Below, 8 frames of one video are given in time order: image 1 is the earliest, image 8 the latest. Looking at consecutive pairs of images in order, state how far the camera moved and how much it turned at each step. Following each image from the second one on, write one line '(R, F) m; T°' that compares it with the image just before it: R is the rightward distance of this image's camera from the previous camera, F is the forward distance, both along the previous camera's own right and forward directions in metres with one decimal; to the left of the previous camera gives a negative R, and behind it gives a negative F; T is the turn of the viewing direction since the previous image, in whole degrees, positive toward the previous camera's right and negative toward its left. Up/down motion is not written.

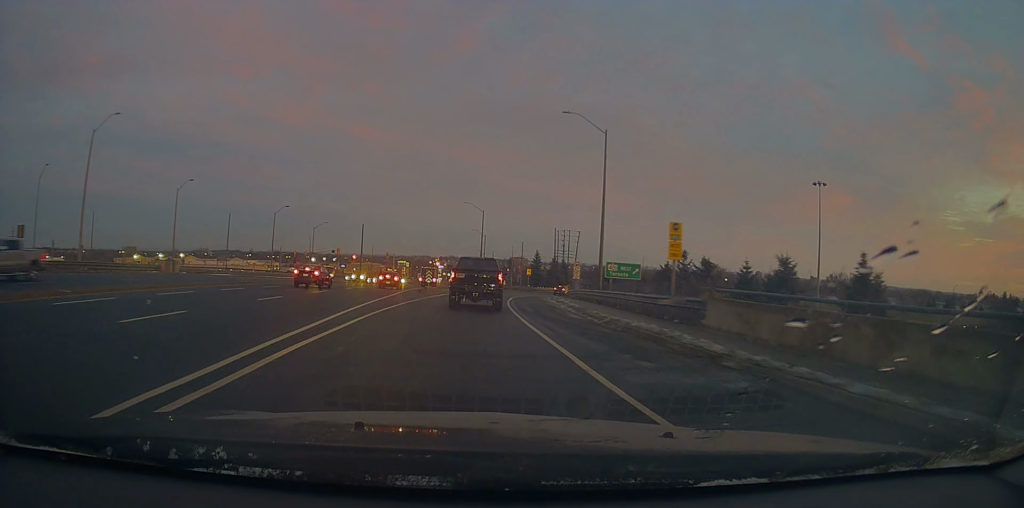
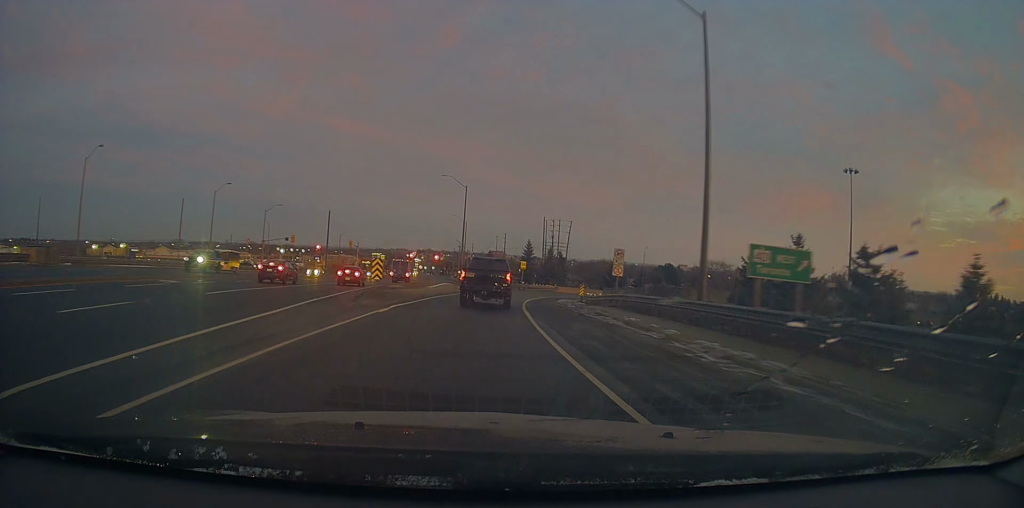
(+0.4, +18.4) m; +2°
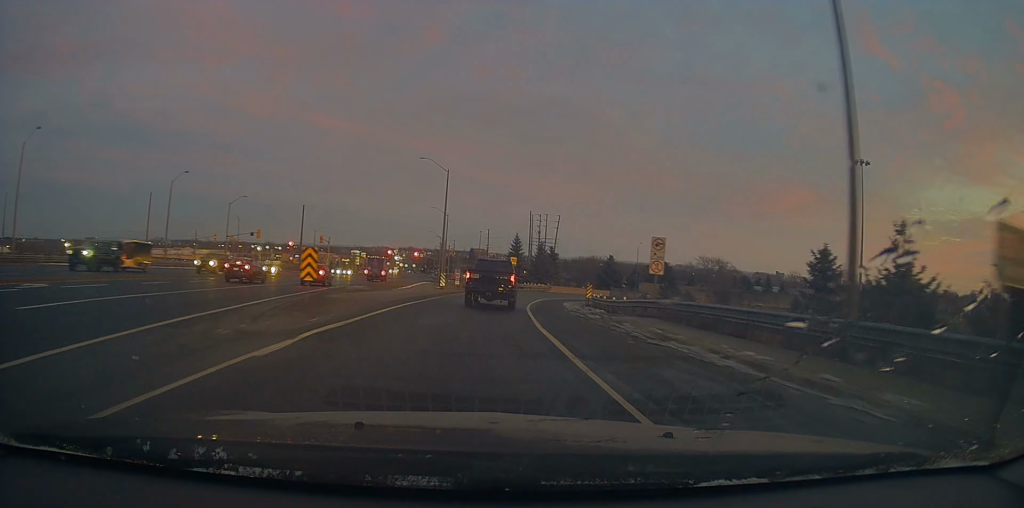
(+0.1, +8.8) m; +1°
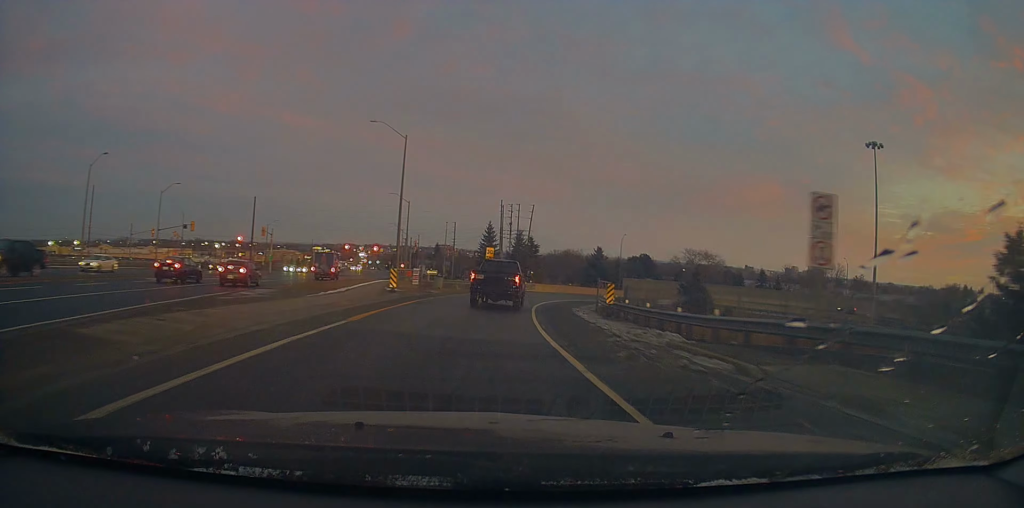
(0.0, +12.7) m; +3°
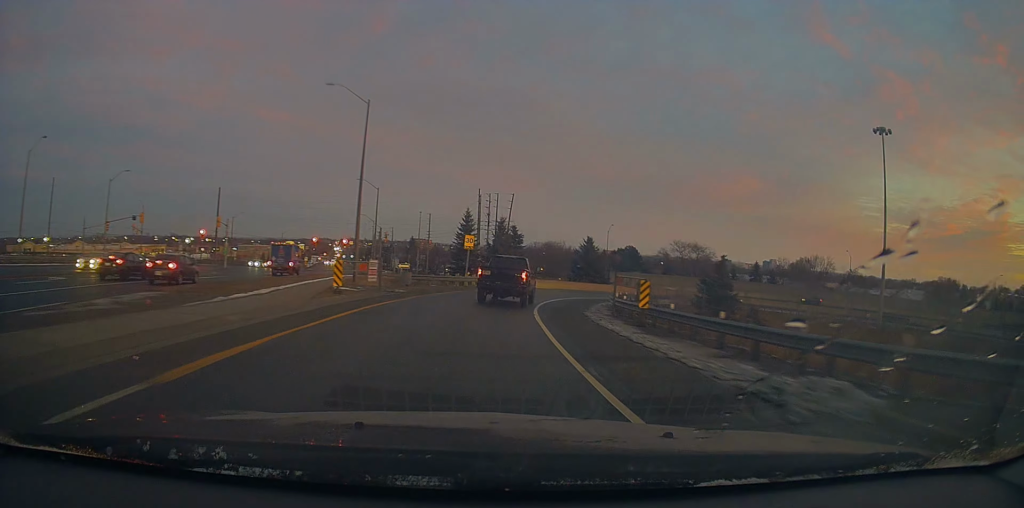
(+0.3, +7.9) m; +3°
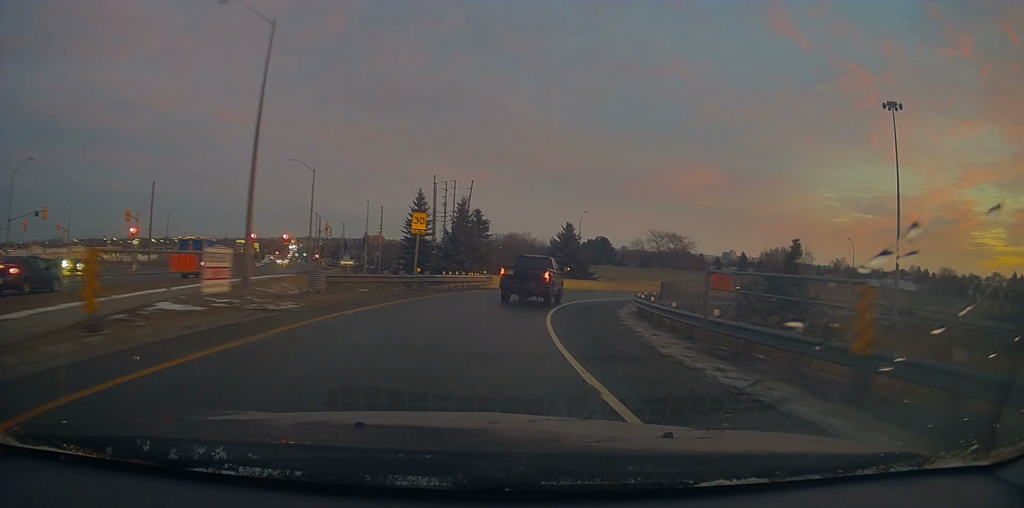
(+0.5, +12.2) m; +5°
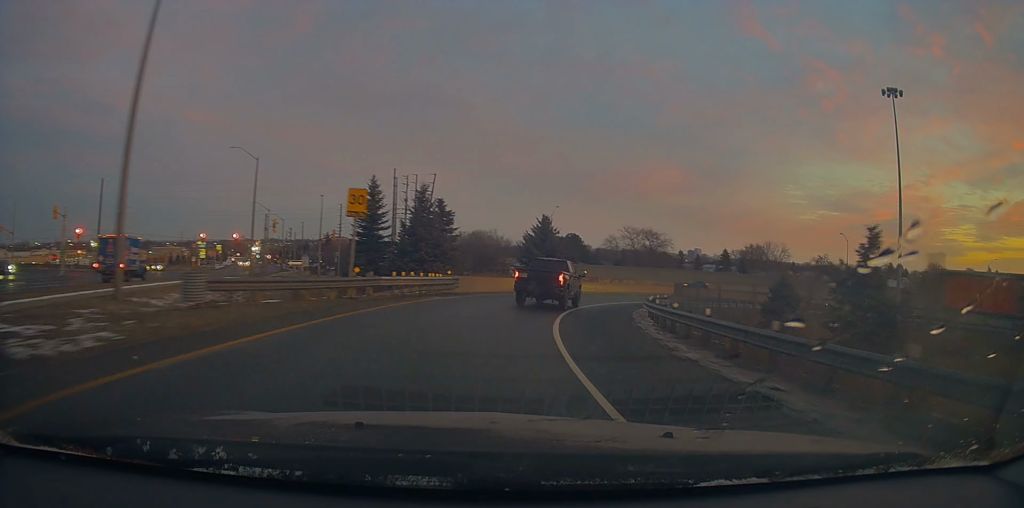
(+0.3, +7.3) m; +2°
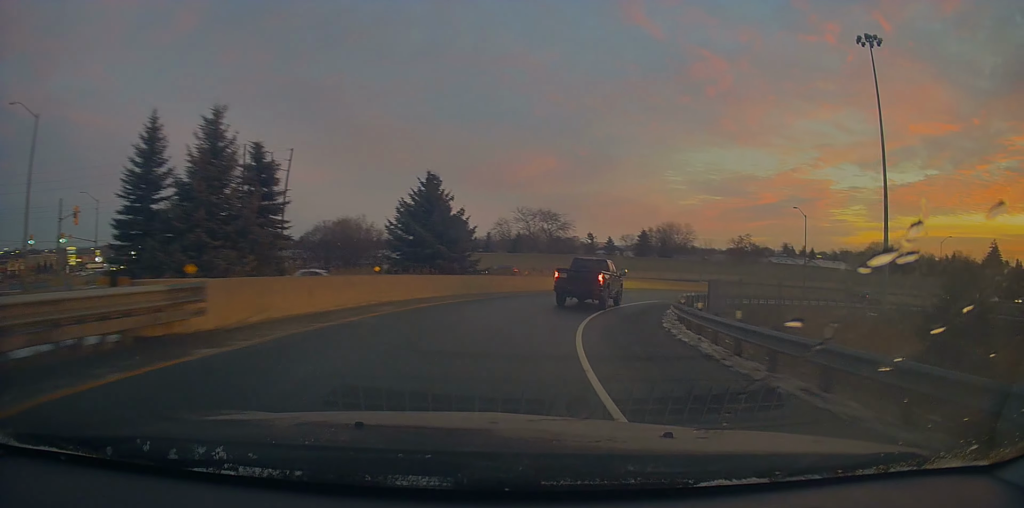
(+0.8, +18.5) m; +11°
